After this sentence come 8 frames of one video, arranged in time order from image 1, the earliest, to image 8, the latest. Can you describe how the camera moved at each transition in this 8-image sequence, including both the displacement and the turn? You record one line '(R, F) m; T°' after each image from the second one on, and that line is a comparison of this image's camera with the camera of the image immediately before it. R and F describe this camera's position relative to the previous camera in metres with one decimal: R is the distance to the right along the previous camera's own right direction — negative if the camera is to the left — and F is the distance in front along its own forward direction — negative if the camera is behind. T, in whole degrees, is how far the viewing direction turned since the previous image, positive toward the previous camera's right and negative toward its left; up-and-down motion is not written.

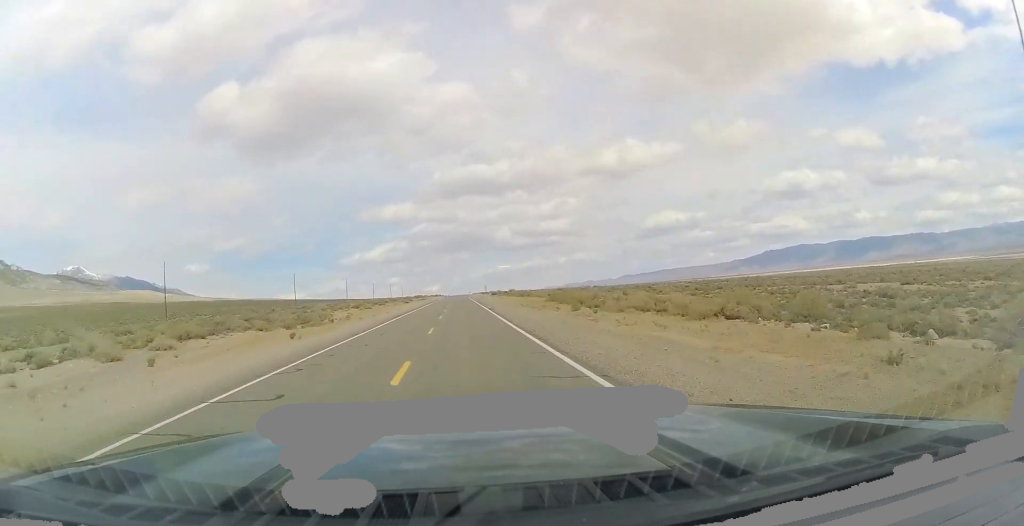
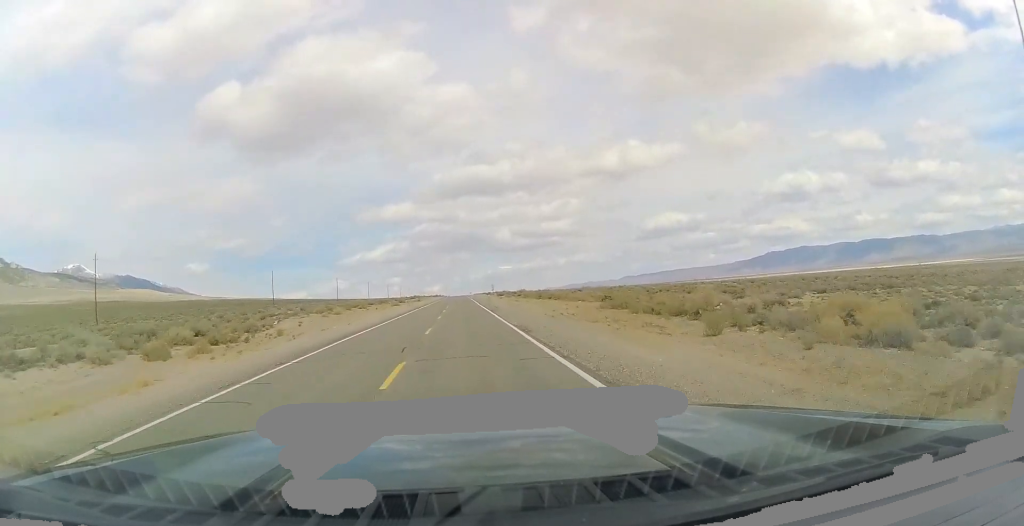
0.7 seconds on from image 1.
(0.0, +24.8) m; 0°
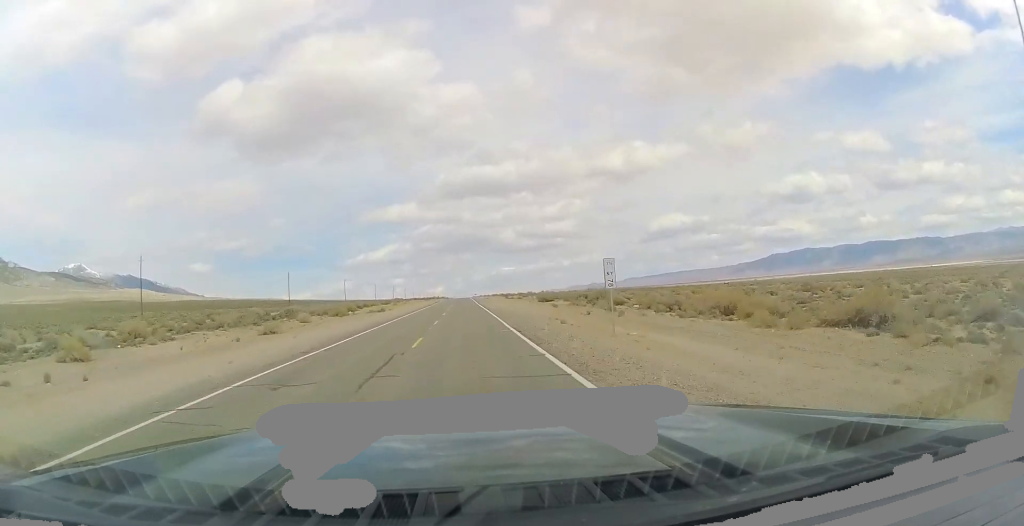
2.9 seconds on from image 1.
(+0.5, +79.4) m; +1°
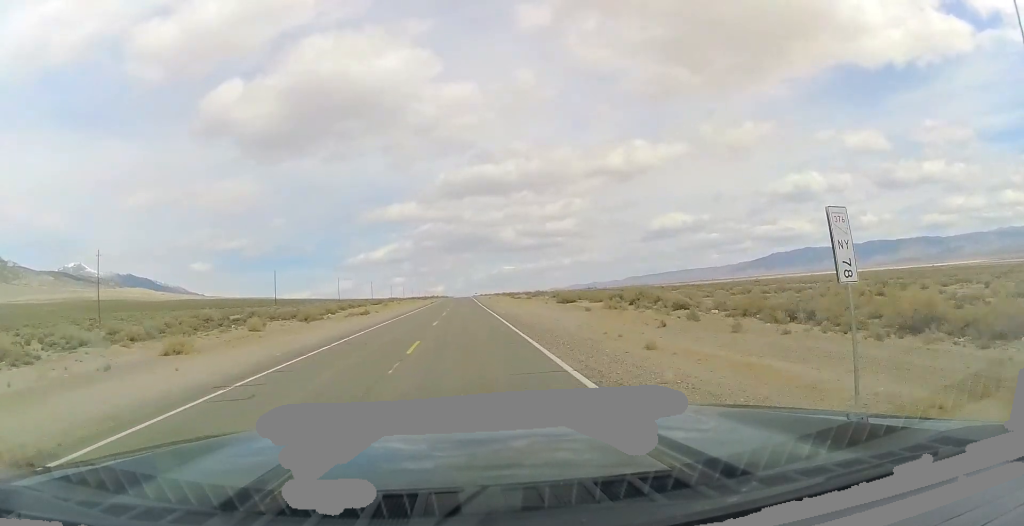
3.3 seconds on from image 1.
(0.0, +14.2) m; 0°
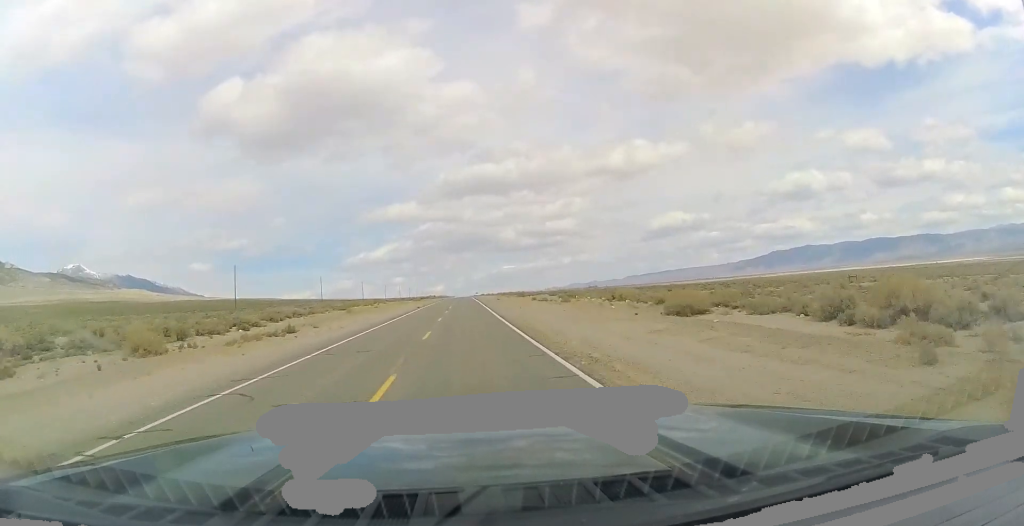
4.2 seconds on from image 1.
(-0.3, +31.7) m; 0°
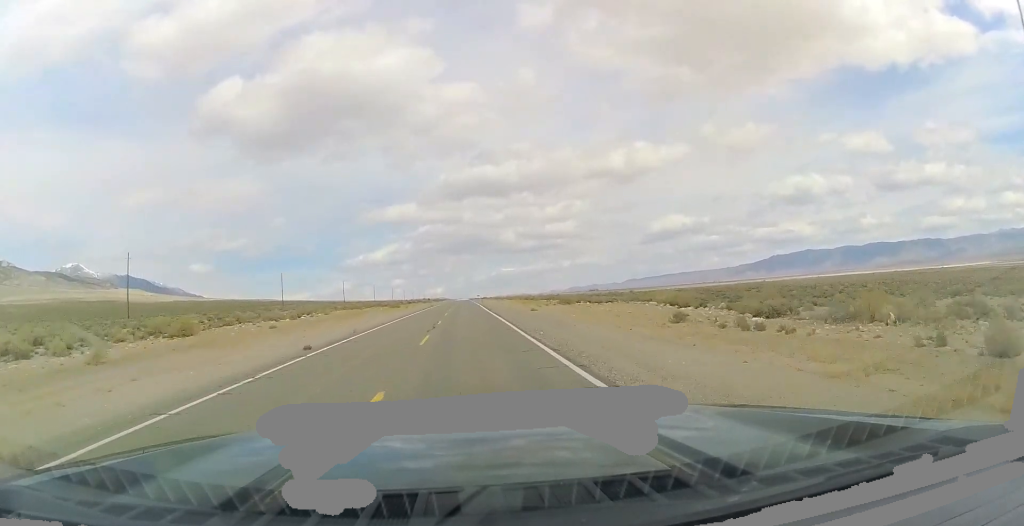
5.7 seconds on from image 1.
(+0.3, +50.5) m; +1°
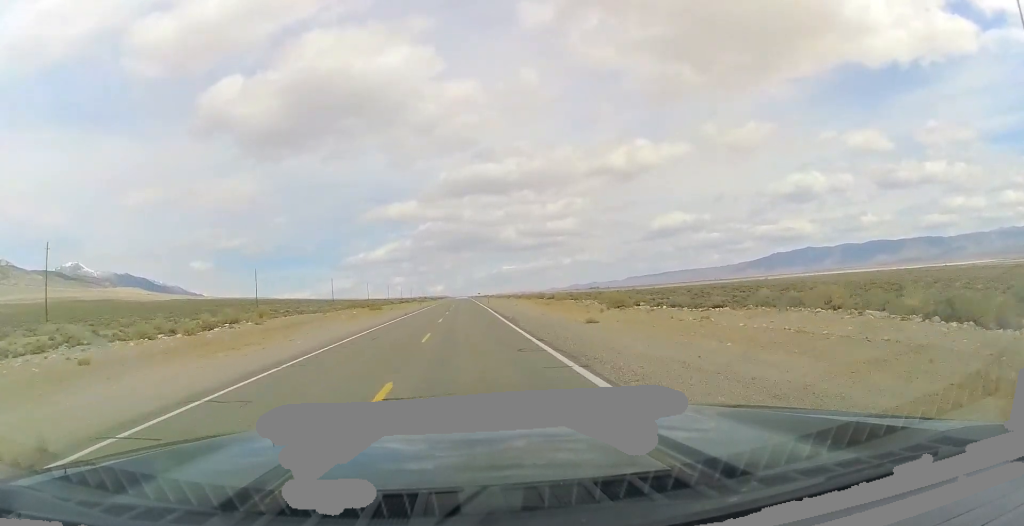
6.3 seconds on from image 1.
(+0.1, +23.4) m; 0°
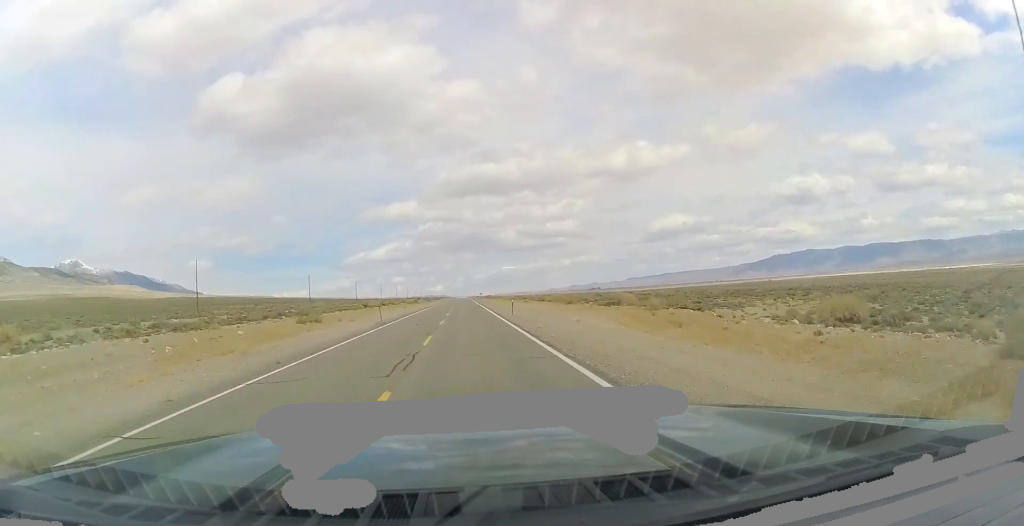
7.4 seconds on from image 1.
(-0.1, +37.5) m; -1°
